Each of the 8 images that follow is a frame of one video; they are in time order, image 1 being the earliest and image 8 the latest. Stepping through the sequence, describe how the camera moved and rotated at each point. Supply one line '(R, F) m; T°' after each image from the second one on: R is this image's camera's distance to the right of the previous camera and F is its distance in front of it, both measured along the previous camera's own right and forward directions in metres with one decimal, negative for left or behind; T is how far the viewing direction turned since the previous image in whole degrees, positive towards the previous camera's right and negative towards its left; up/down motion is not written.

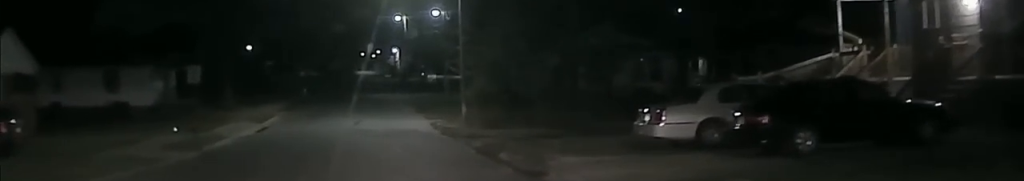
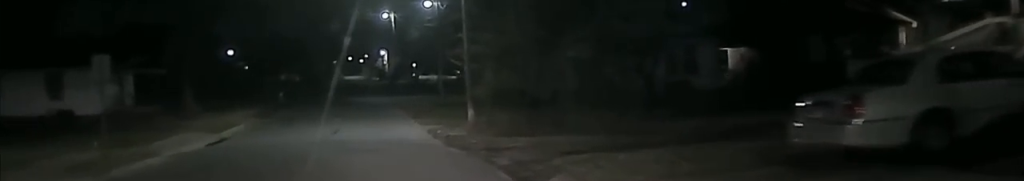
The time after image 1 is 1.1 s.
(-0.2, +9.8) m; +1°
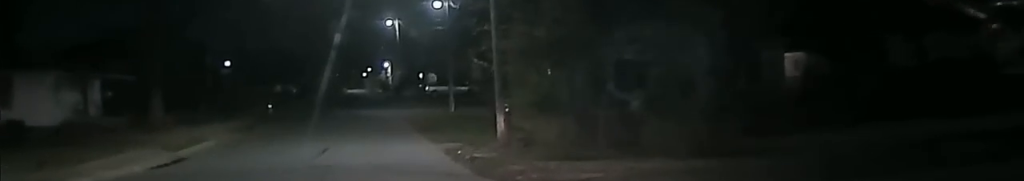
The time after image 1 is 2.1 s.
(+0.3, +8.8) m; +3°
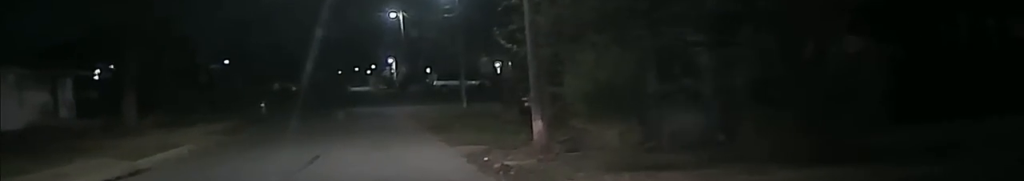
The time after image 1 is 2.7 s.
(+0.1, +7.0) m; 0°
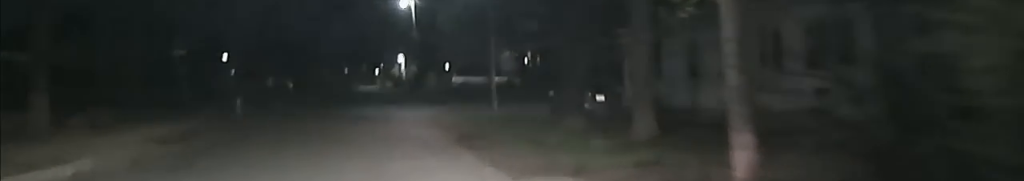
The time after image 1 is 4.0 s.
(0.0, +14.4) m; 0°
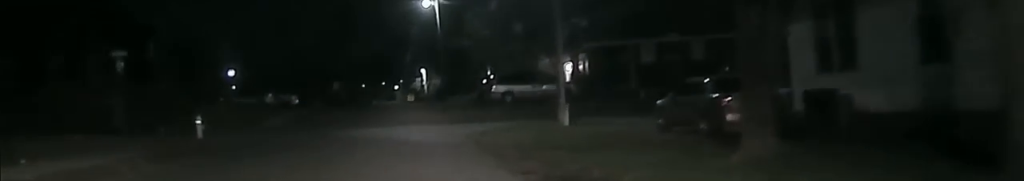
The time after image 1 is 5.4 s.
(0.0, +14.3) m; -1°
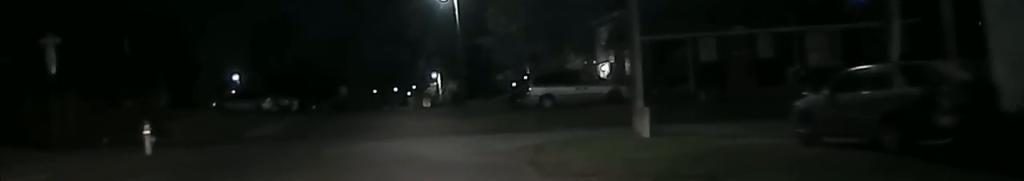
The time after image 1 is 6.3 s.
(-0.2, +8.3) m; 0°
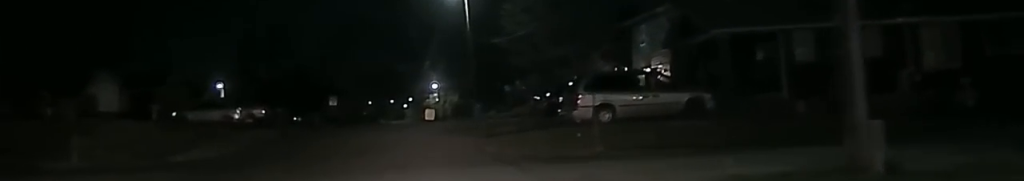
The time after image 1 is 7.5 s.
(+0.1, +10.3) m; -1°
